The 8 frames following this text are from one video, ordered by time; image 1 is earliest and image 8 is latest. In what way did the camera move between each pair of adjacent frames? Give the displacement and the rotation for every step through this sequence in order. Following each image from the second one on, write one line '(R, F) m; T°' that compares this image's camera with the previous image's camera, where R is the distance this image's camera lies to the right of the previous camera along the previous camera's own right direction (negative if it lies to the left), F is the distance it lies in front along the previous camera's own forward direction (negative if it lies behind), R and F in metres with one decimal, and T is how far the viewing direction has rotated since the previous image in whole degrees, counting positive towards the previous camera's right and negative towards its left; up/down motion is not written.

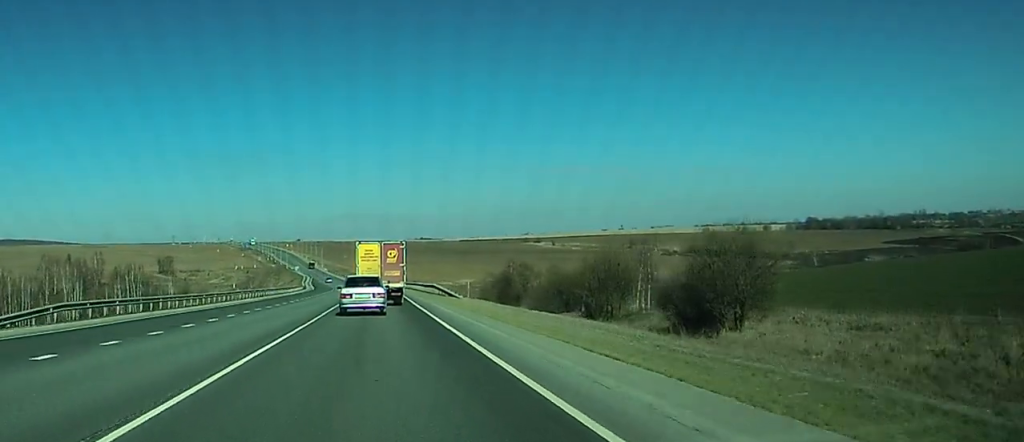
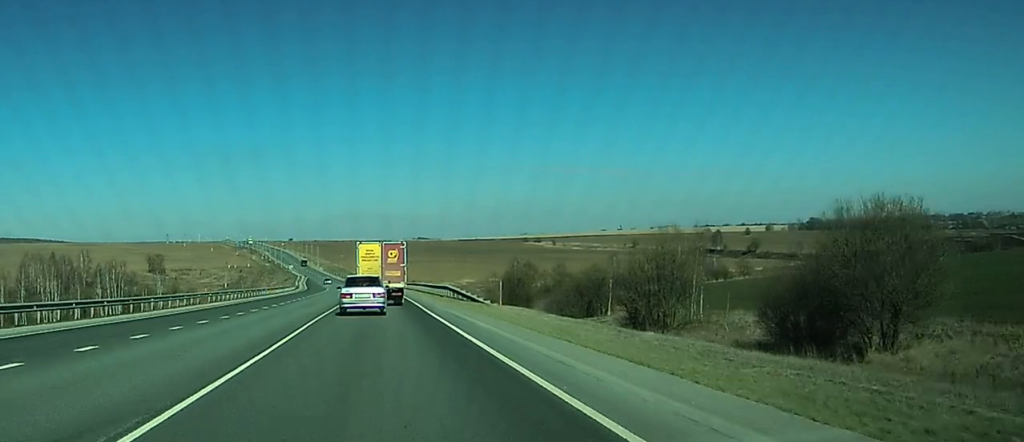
(+0.1, +14.2) m; 0°
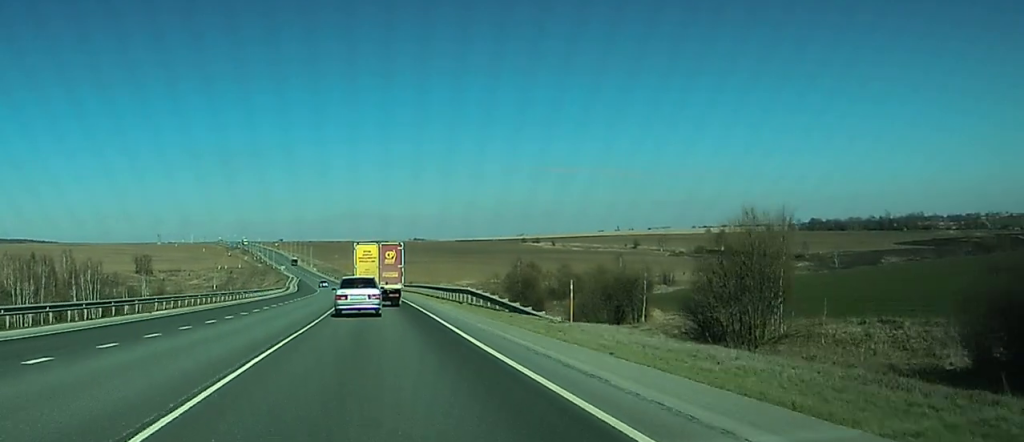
(+0.2, +14.8) m; 0°
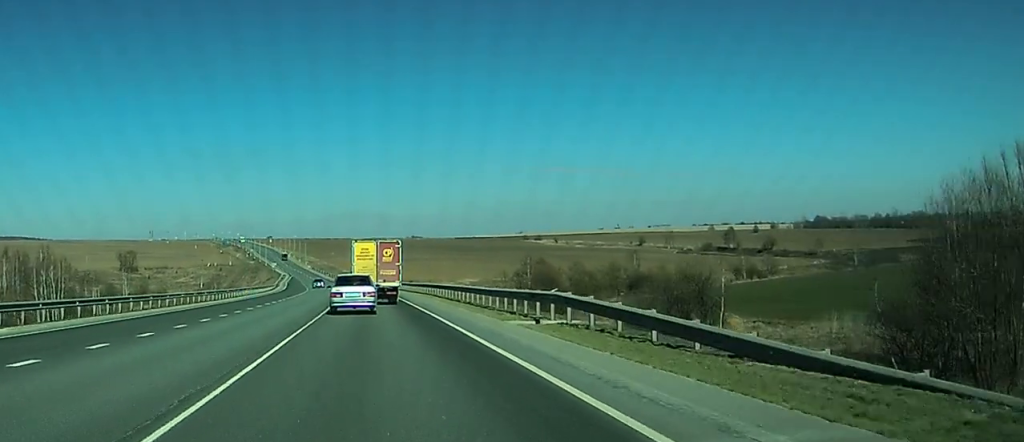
(-0.1, +20.5) m; 0°
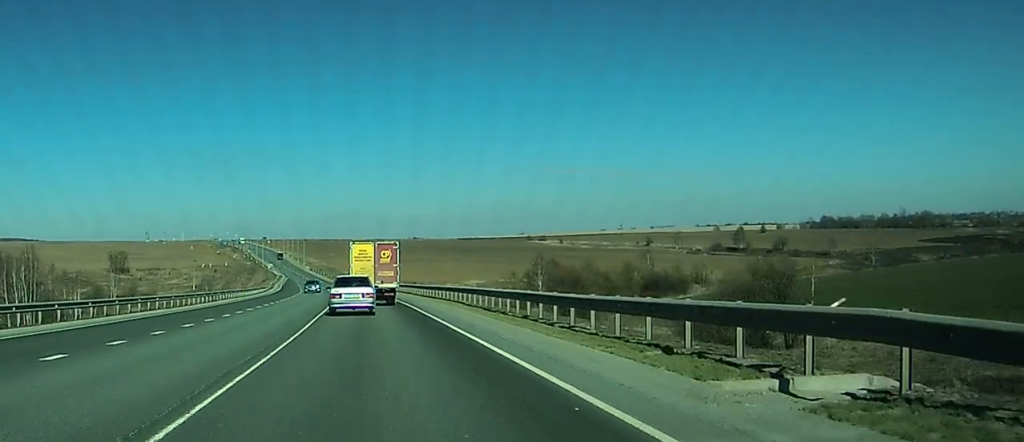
(+0.2, +14.1) m; +1°
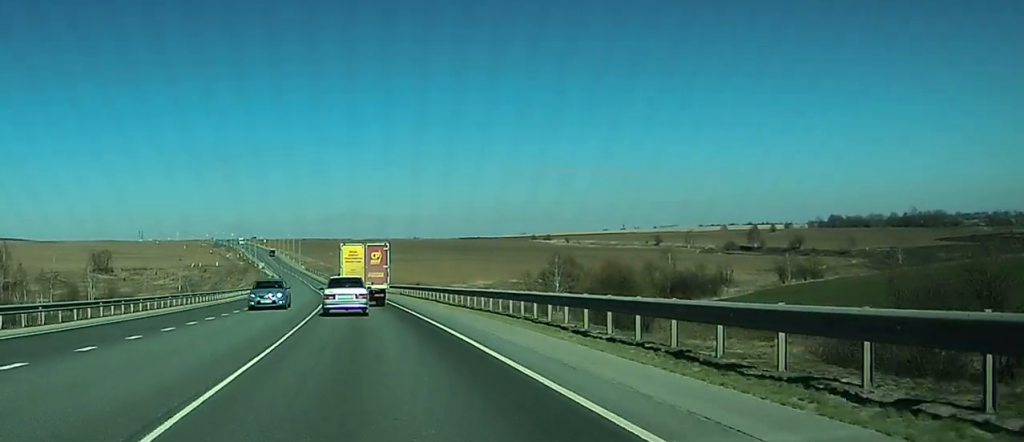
(+0.3, +20.6) m; +1°
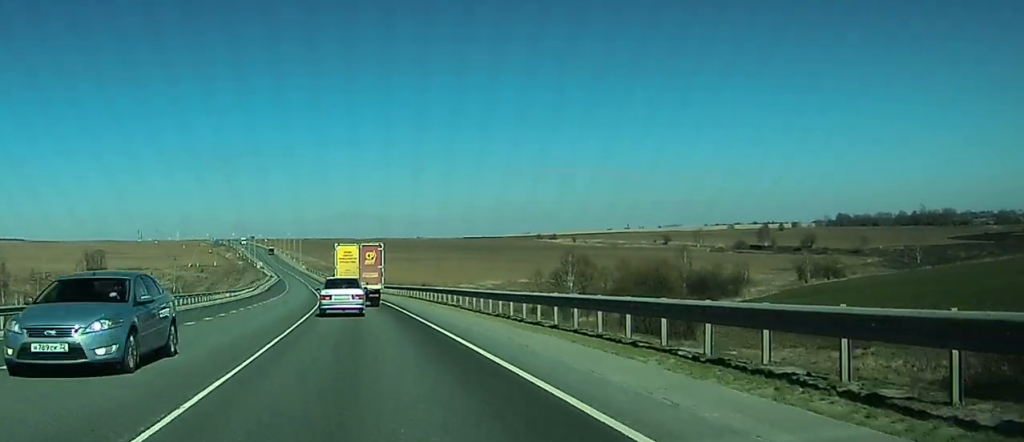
(+0.1, +11.0) m; 0°
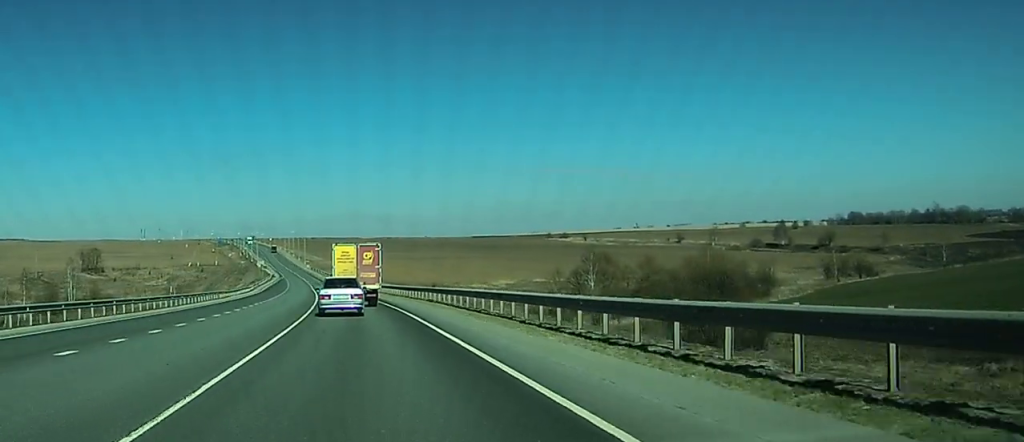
(-0.2, +12.4) m; -1°
